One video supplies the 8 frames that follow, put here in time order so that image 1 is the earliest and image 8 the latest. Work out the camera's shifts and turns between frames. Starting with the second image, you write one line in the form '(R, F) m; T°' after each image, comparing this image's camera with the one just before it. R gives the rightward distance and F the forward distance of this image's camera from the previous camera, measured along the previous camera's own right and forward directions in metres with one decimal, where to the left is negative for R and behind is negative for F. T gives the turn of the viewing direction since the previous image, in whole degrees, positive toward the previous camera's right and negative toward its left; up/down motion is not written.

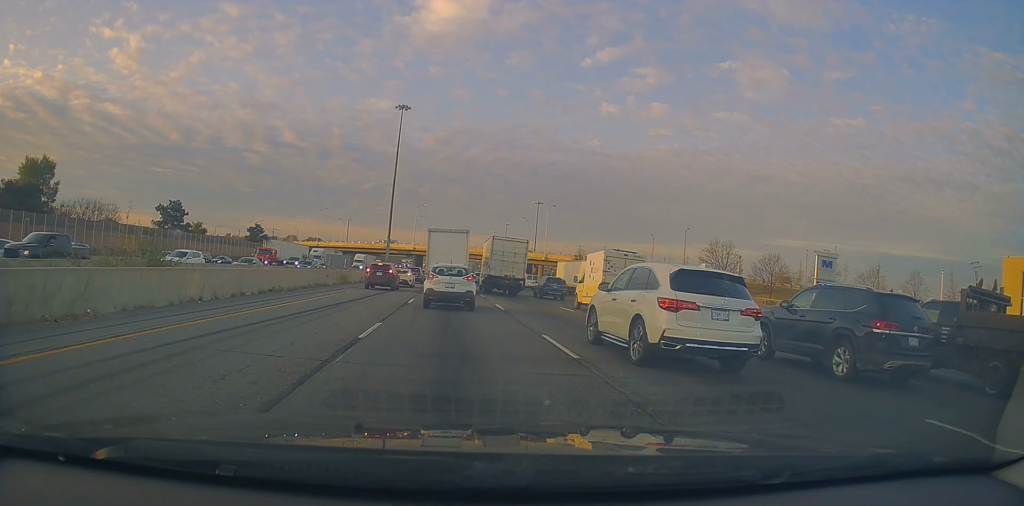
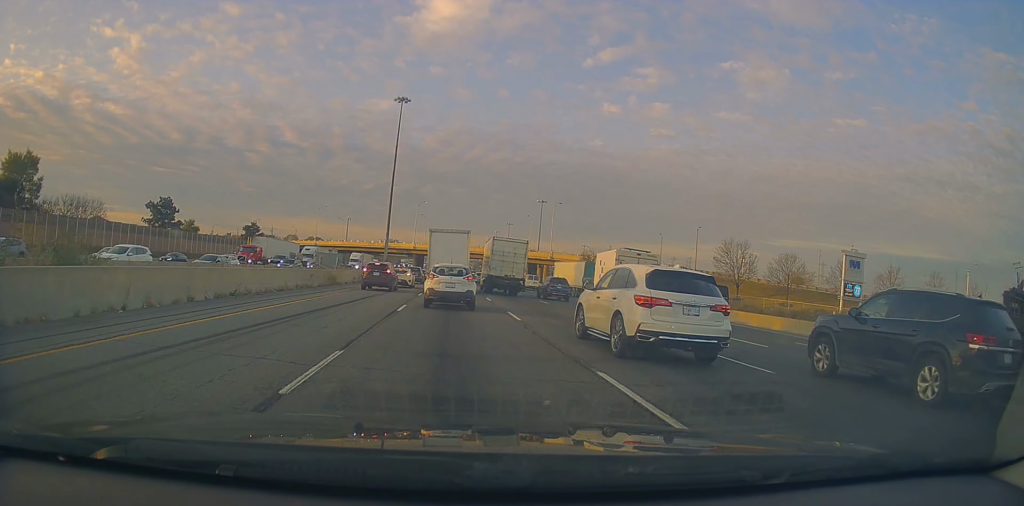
(-0.3, +4.8) m; +1°
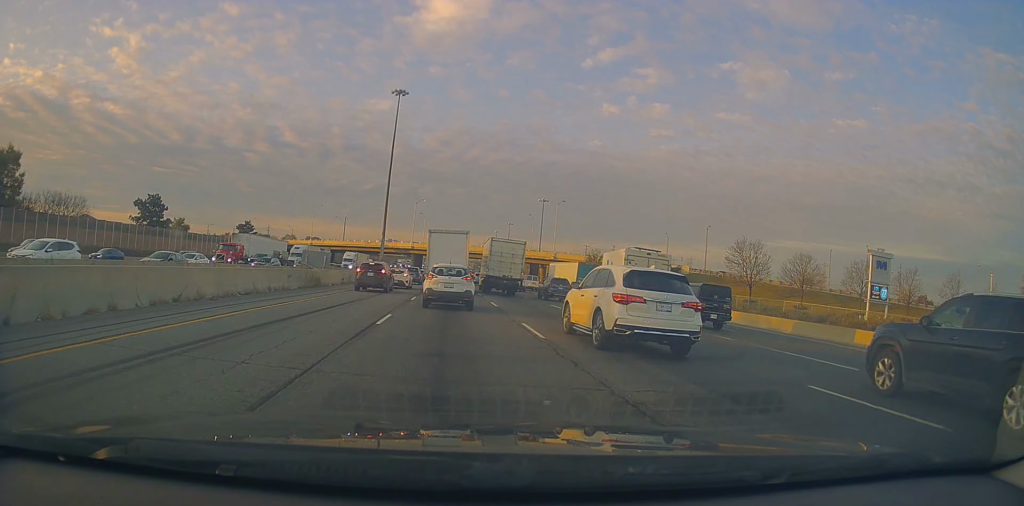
(-0.2, +4.5) m; +1°
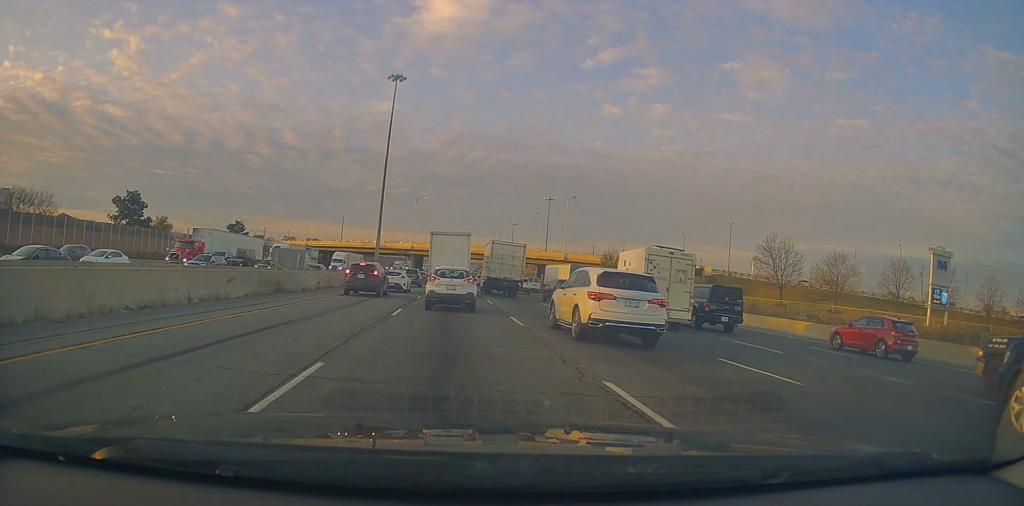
(+0.8, +8.4) m; +1°
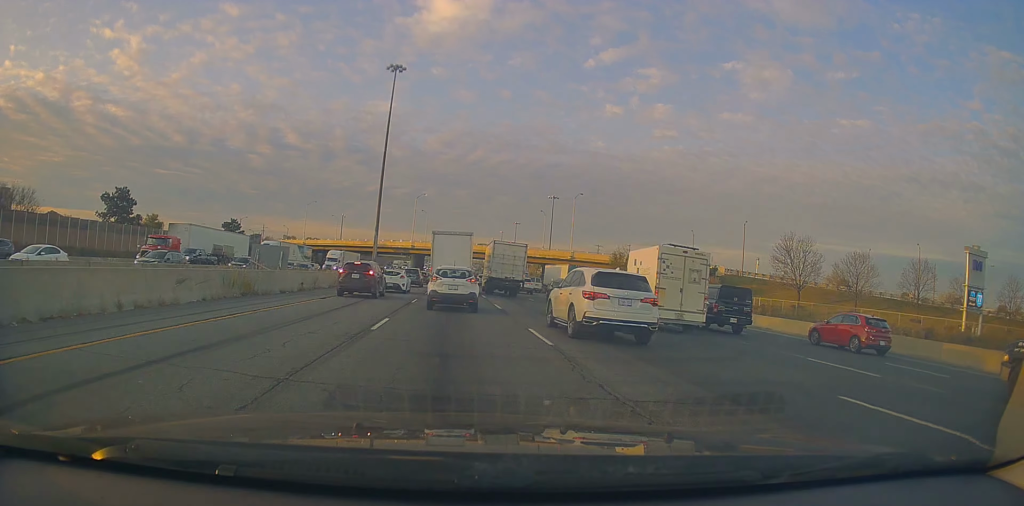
(-0.3, +4.3) m; -2°
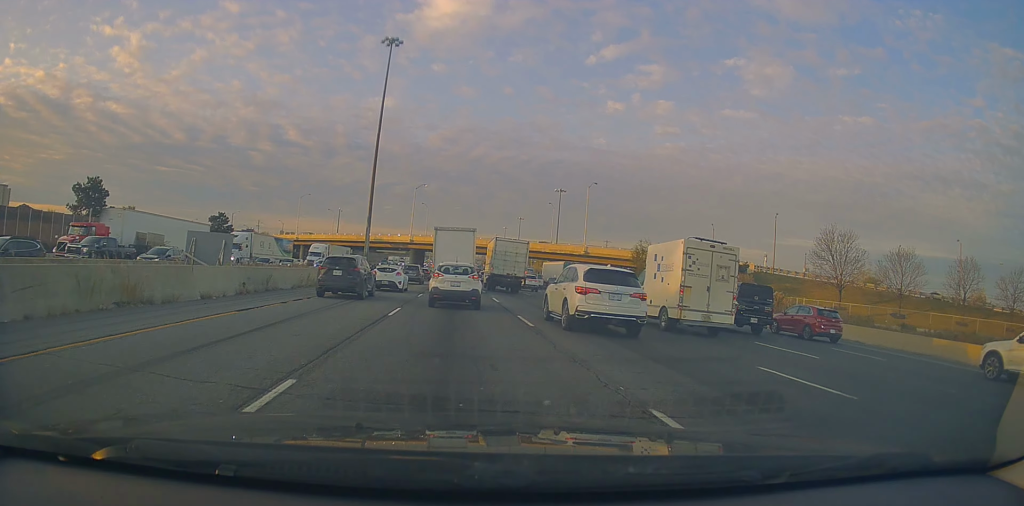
(-0.3, +8.8) m; -2°
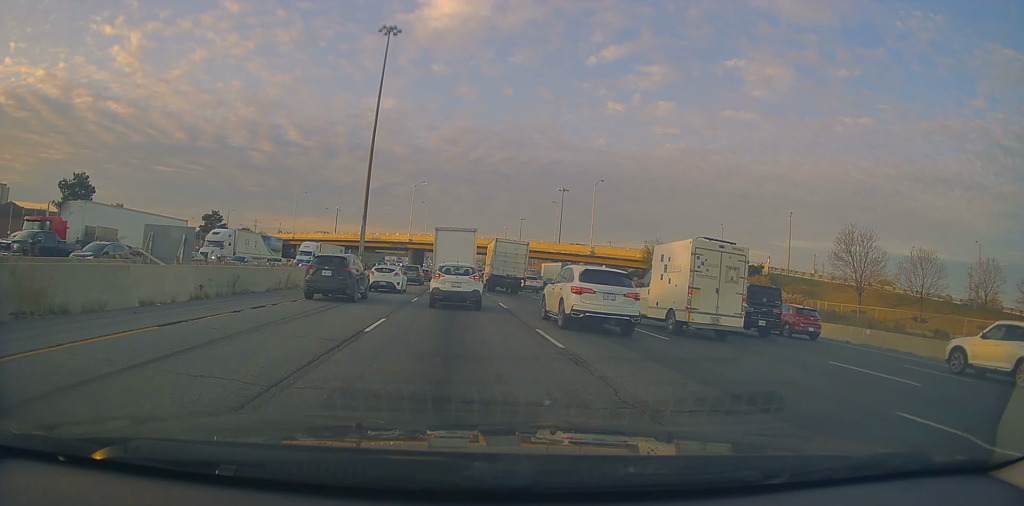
(0.0, +4.0) m; 0°
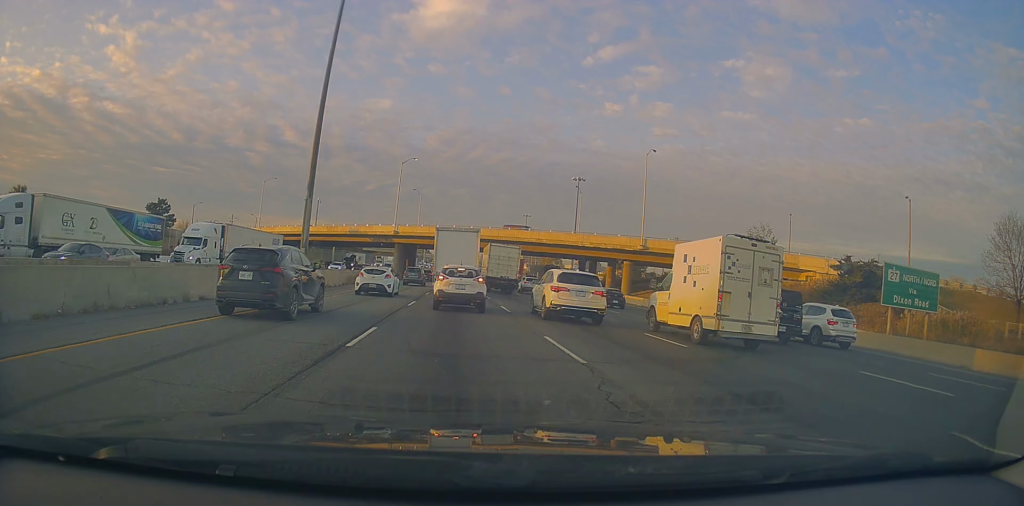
(-0.3, +24.8) m; 0°
